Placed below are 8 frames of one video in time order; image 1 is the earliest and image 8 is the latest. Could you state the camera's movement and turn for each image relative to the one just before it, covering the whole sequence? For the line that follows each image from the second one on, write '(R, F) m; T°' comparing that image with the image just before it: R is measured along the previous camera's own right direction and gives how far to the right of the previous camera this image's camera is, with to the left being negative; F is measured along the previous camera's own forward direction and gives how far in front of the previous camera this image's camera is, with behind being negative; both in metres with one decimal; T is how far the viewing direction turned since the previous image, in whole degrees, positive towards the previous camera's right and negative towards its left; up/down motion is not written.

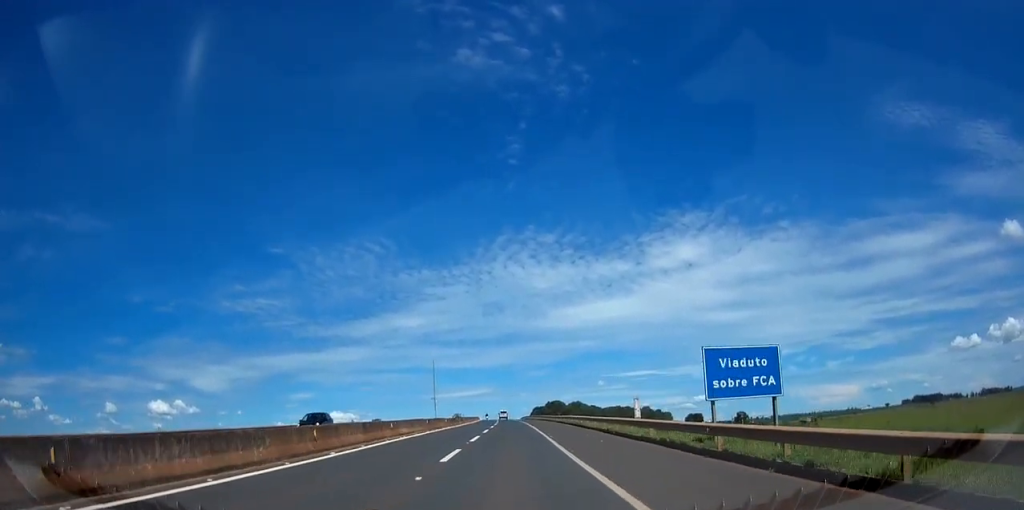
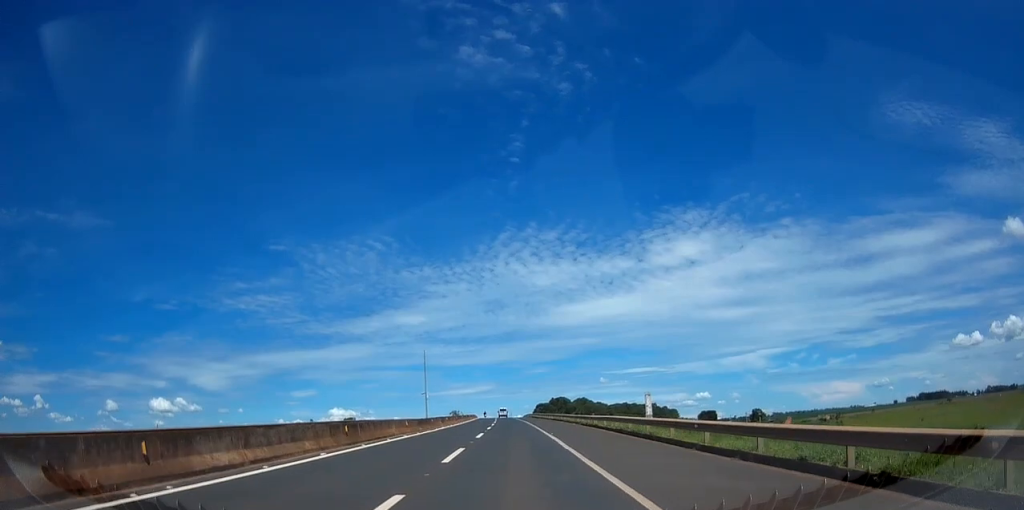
(+0.4, +22.0) m; 0°
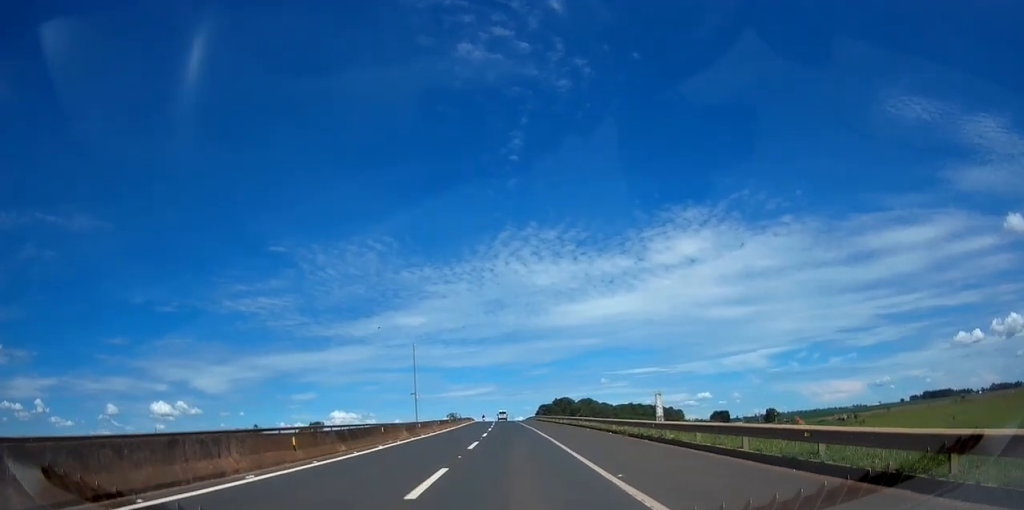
(-0.4, +18.5) m; -1°
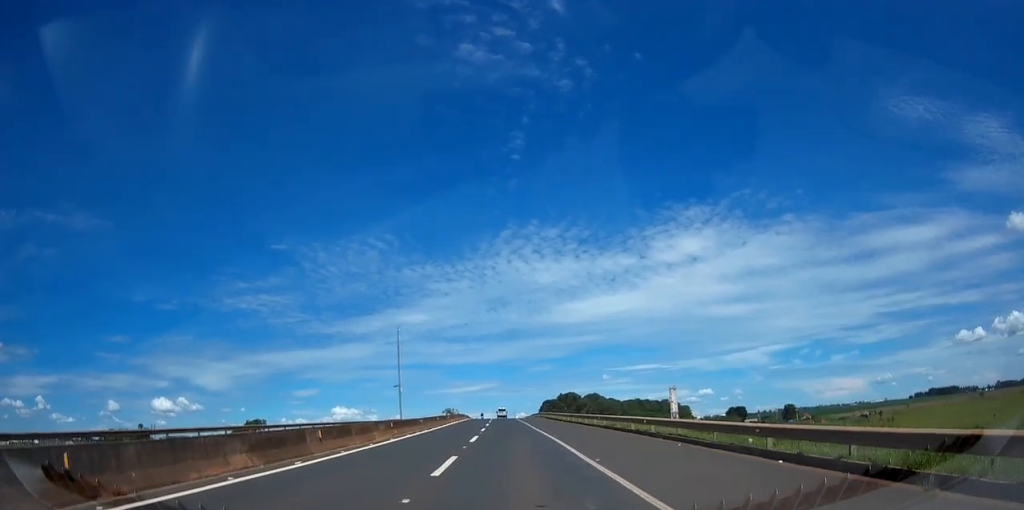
(-0.1, +21.7) m; 0°
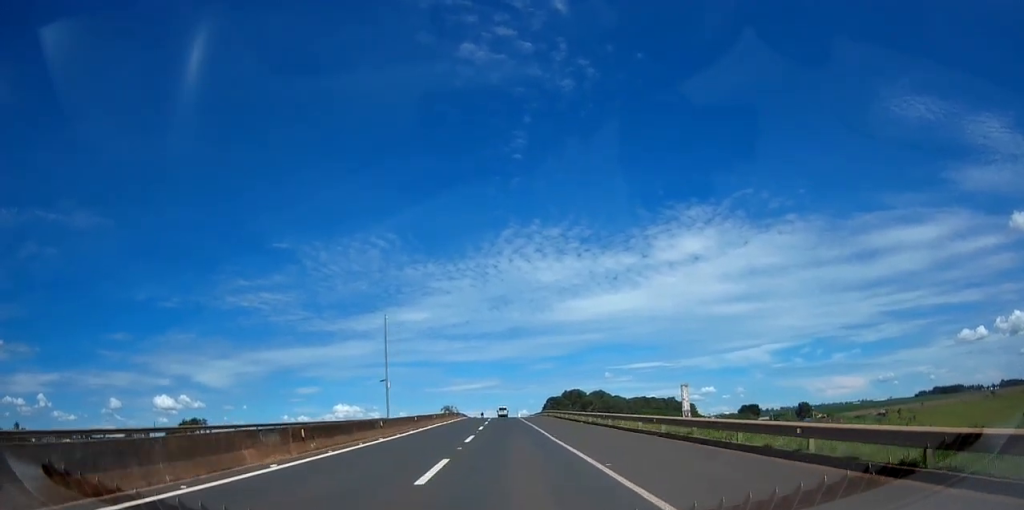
(0.0, +14.1) m; 0°
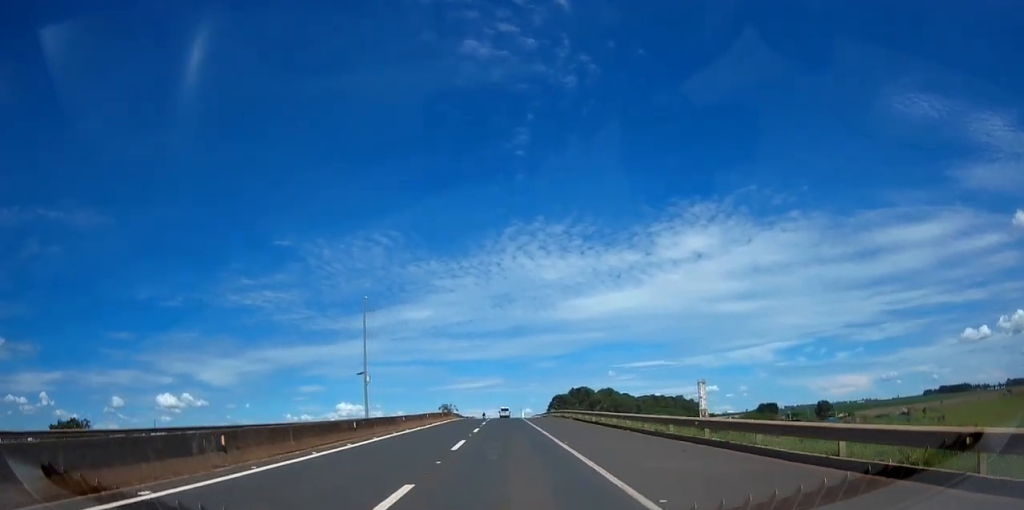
(0.0, +17.3) m; 0°
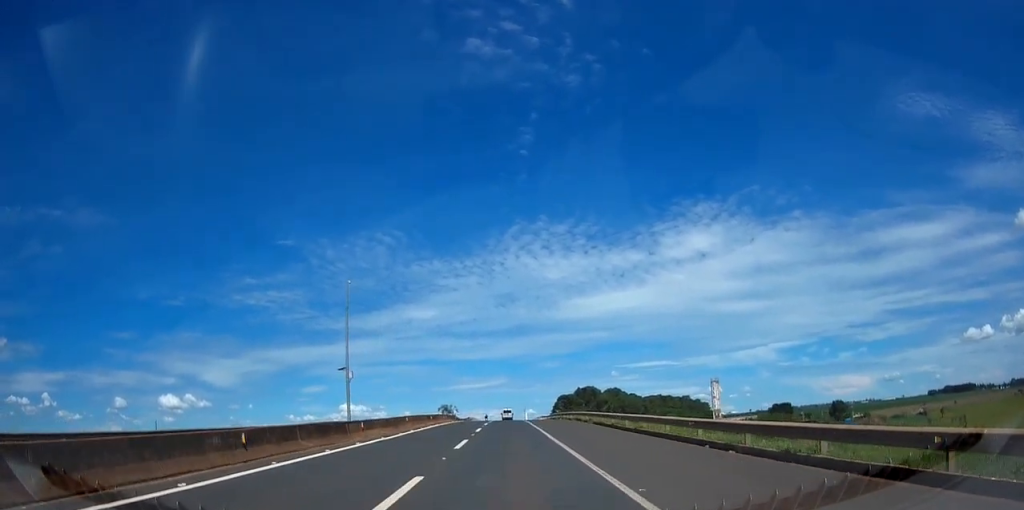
(0.0, +11.2) m; 0°
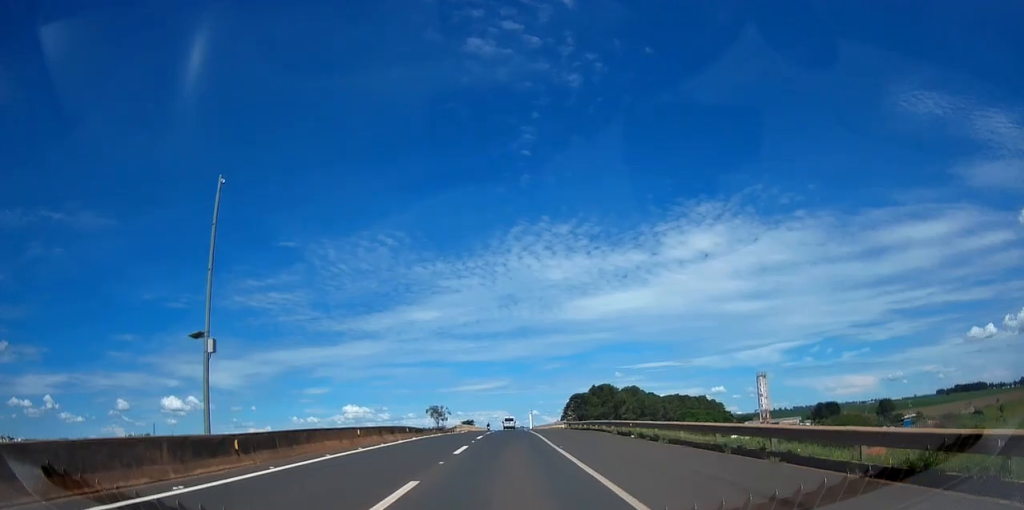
(0.0, +37.6) m; 0°
